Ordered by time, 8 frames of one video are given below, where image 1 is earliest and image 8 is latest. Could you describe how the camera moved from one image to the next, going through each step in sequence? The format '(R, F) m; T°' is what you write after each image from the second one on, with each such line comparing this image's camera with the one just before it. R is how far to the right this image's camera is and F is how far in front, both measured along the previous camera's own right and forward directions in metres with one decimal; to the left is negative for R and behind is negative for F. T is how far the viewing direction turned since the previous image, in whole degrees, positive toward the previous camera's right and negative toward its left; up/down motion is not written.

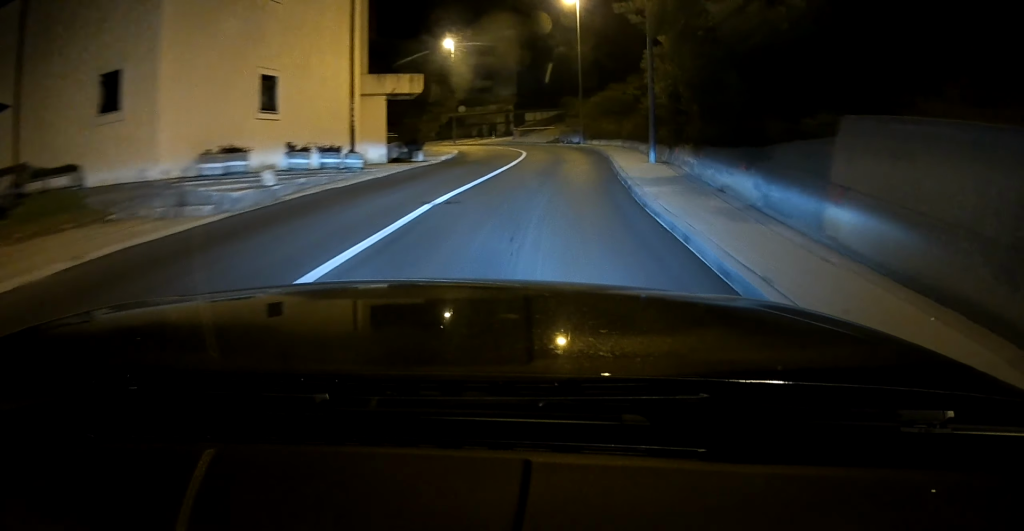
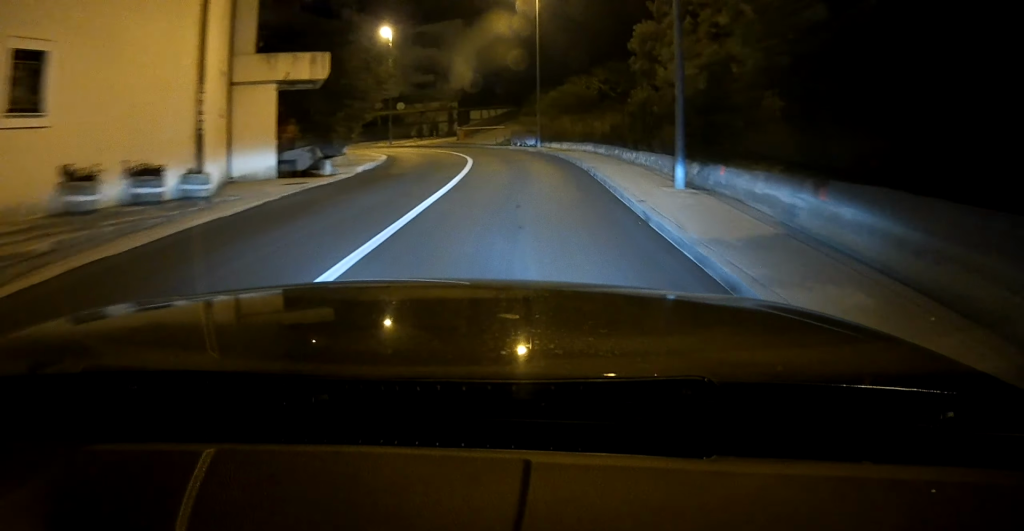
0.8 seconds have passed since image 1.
(+0.7, +7.6) m; +2°
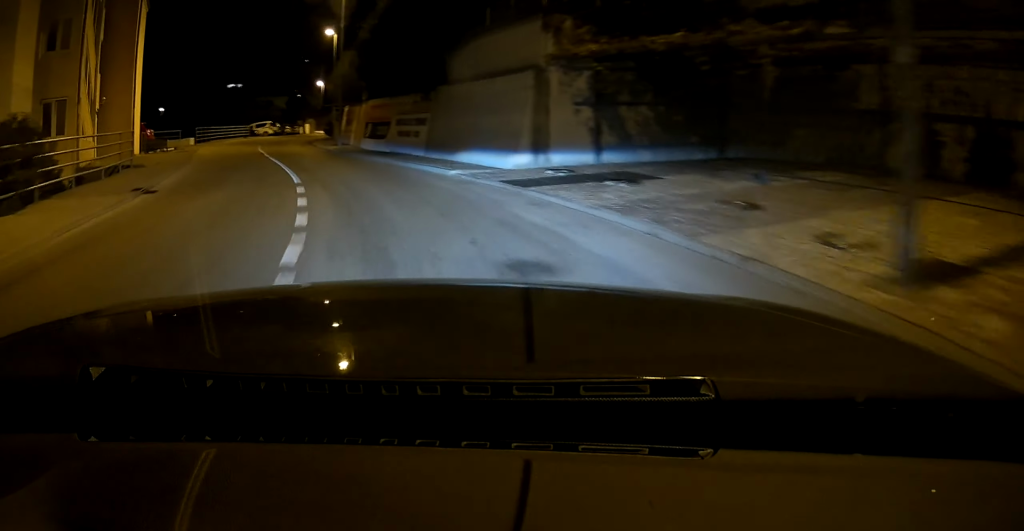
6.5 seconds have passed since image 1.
(-6.8, +53.2) m; -27°
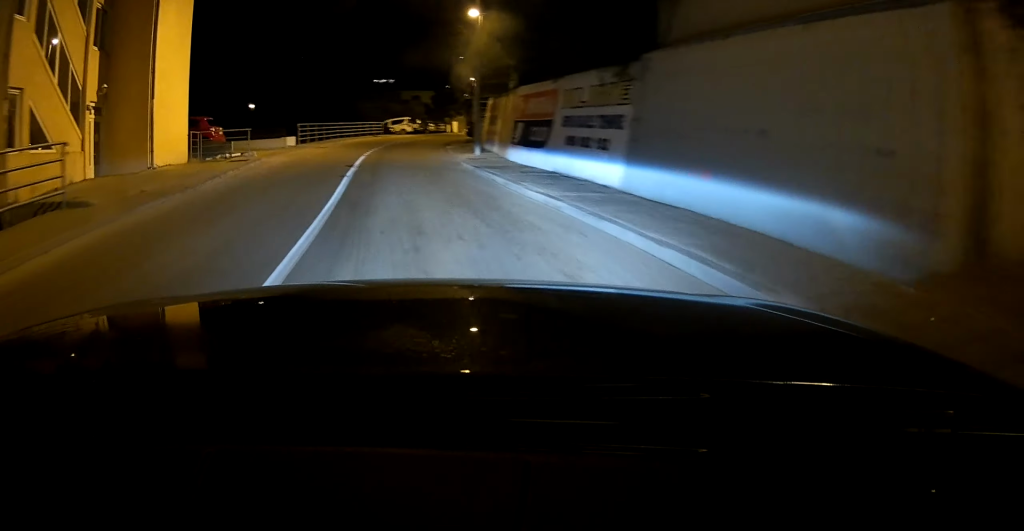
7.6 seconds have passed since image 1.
(-1.0, +10.9) m; -8°
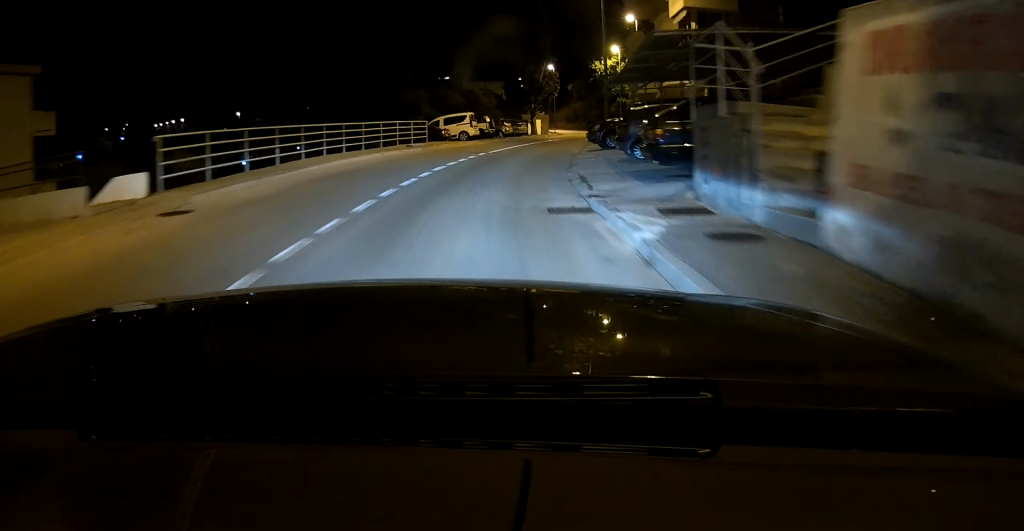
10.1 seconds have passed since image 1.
(-2.2, +24.5) m; -6°
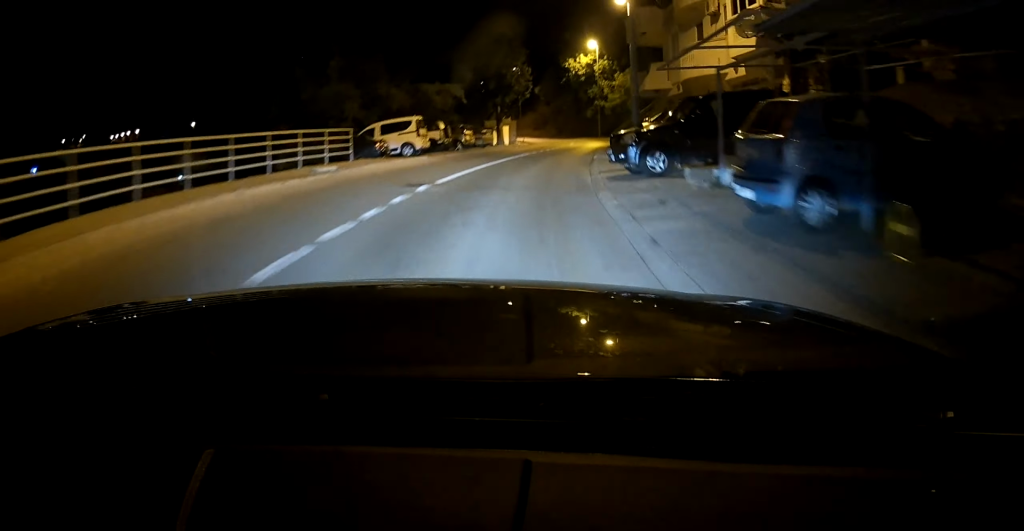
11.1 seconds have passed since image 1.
(-0.2, +10.8) m; +2°
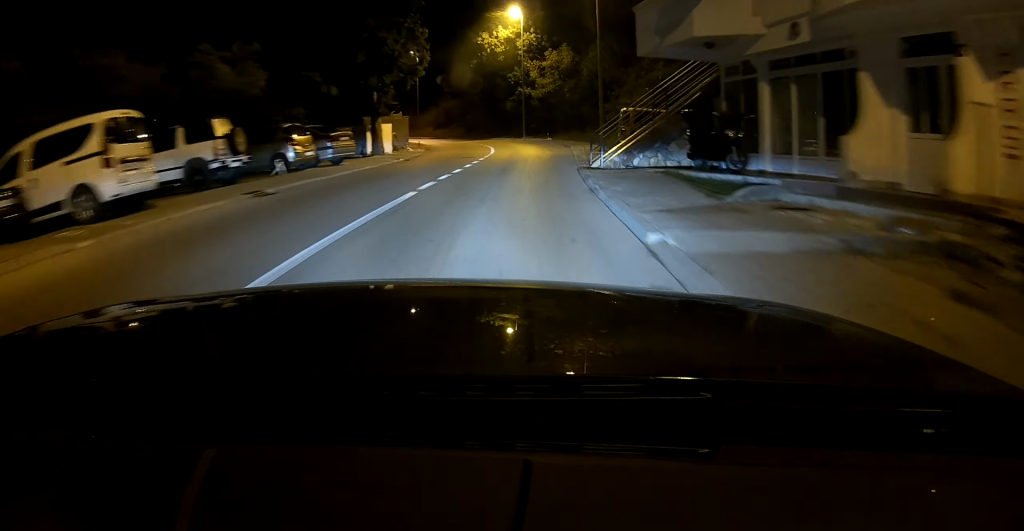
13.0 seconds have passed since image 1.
(+0.7, +18.5) m; +4°
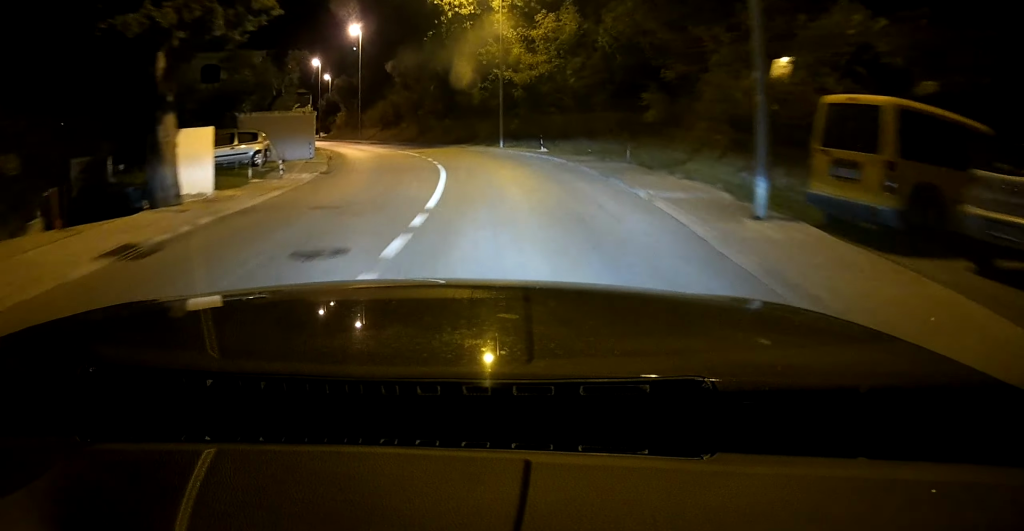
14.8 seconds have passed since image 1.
(+0.6, +18.2) m; +1°
